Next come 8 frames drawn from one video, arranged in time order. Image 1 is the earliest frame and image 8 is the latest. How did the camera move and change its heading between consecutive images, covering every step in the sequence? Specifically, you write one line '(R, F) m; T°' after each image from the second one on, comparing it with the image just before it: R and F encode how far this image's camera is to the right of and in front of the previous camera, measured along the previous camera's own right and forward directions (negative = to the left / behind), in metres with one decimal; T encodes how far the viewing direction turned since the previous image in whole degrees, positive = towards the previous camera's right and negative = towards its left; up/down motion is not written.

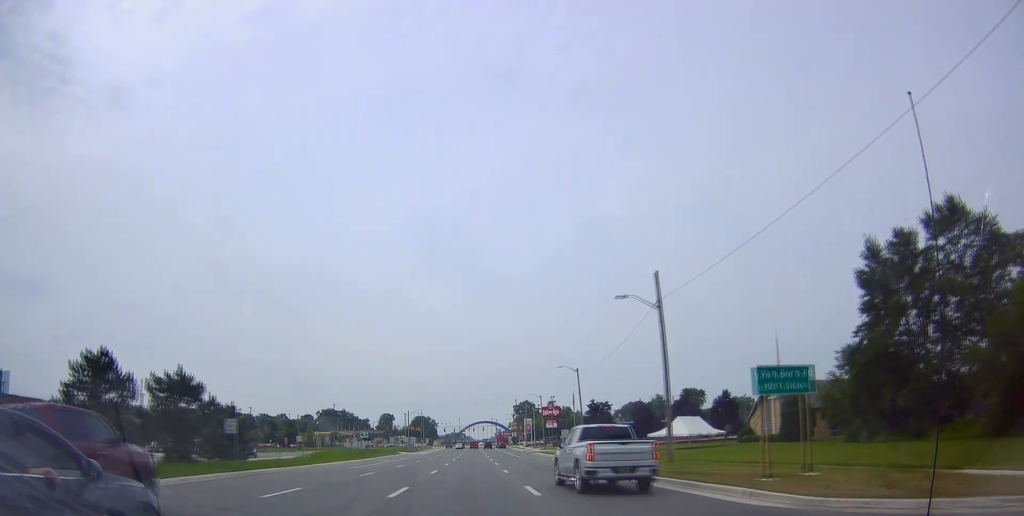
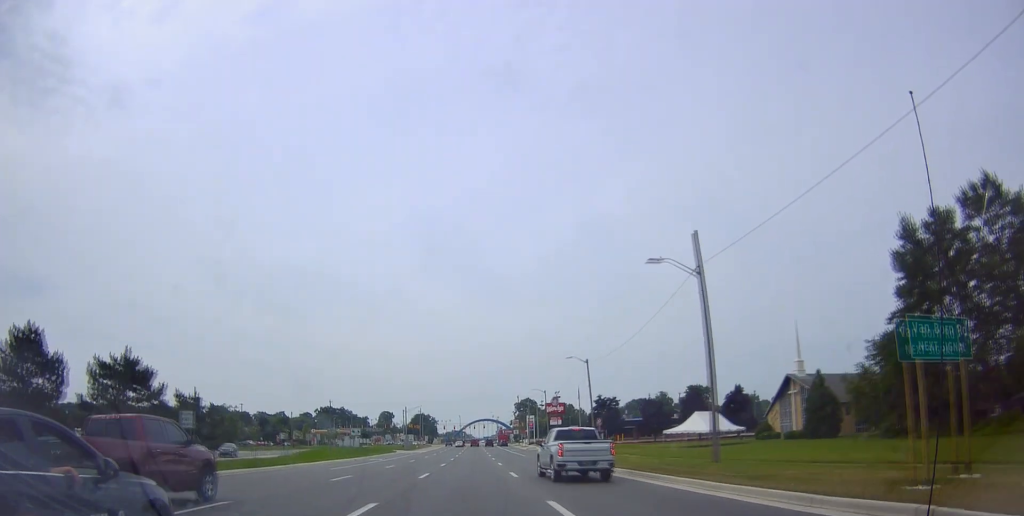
(0.0, +5.1) m; +1°
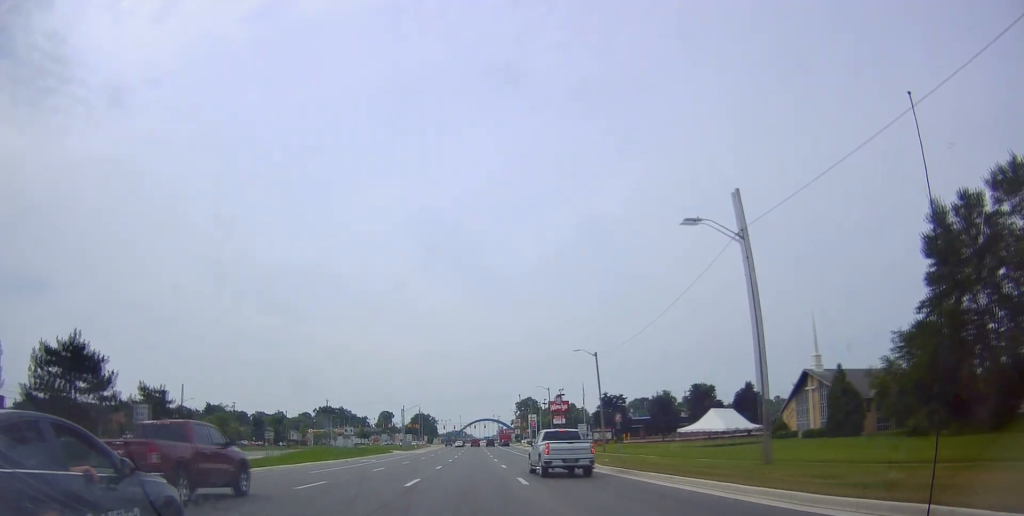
(0.0, +4.2) m; +2°
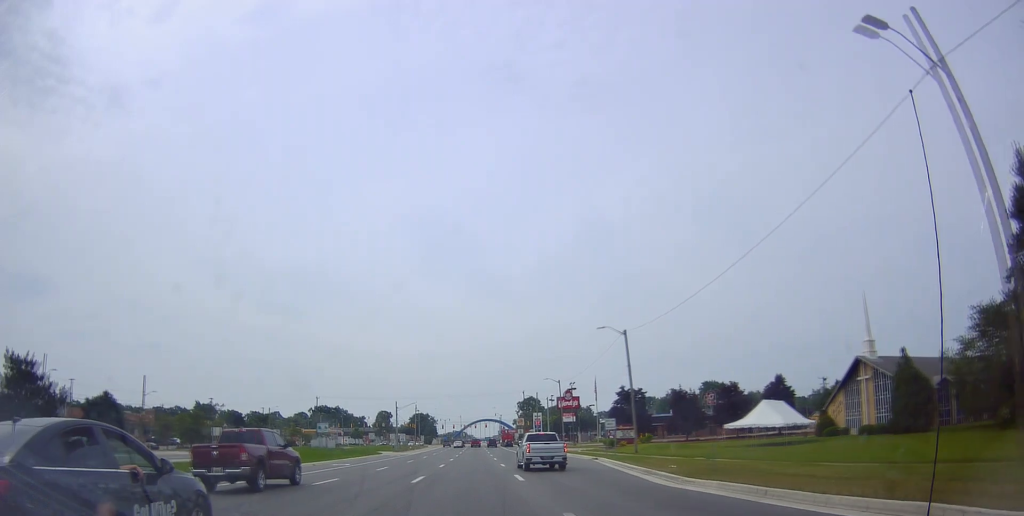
(+0.4, +11.1) m; 0°
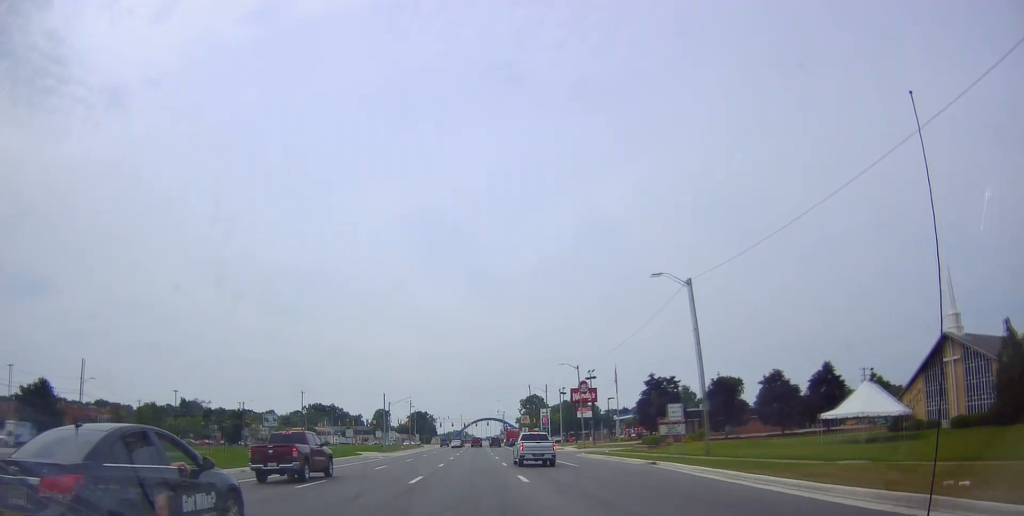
(-1.0, +14.7) m; -4°
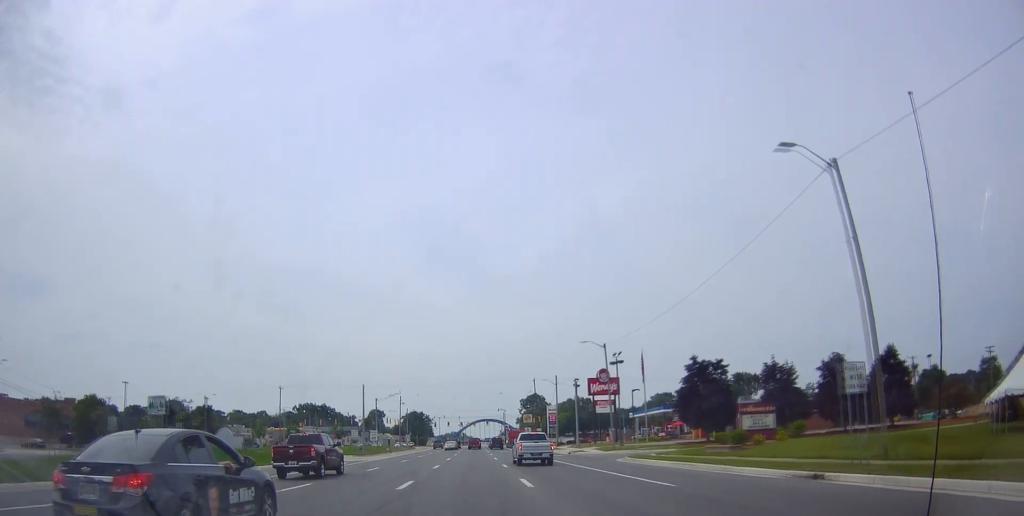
(+0.4, +16.7) m; +2°
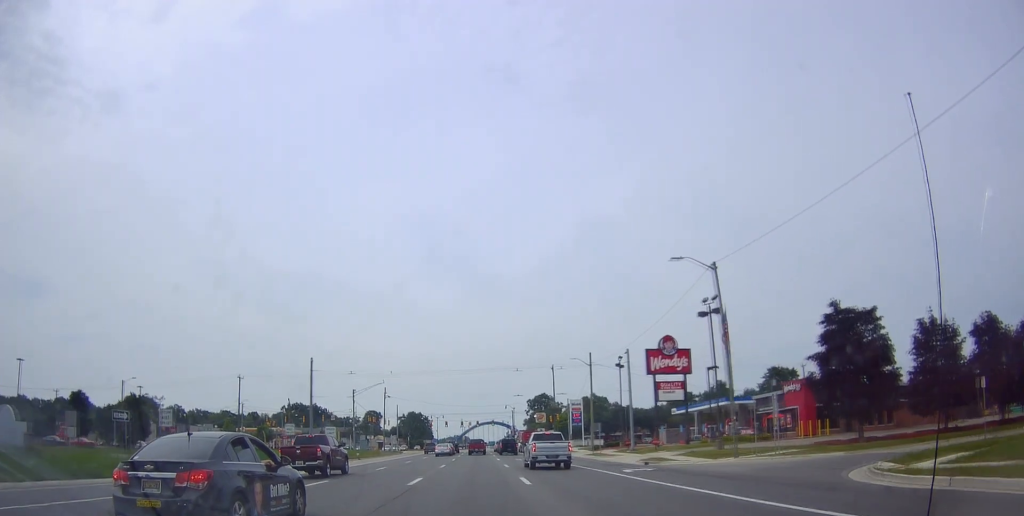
(0.0, +28.3) m; 0°
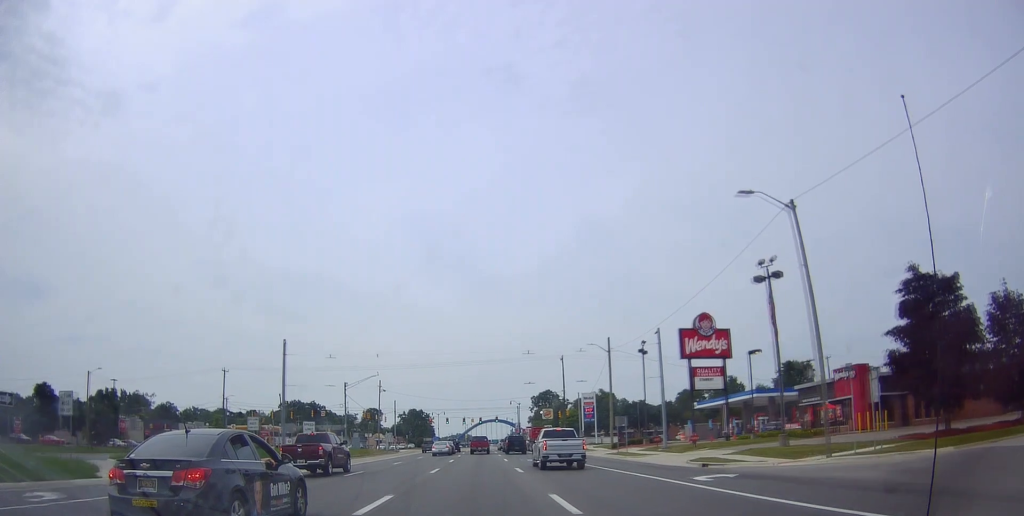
(0.0, +9.1) m; 0°
